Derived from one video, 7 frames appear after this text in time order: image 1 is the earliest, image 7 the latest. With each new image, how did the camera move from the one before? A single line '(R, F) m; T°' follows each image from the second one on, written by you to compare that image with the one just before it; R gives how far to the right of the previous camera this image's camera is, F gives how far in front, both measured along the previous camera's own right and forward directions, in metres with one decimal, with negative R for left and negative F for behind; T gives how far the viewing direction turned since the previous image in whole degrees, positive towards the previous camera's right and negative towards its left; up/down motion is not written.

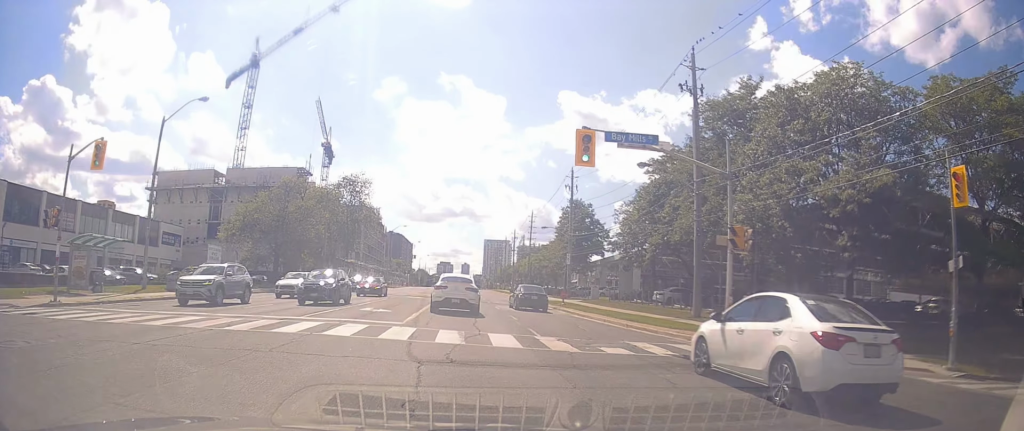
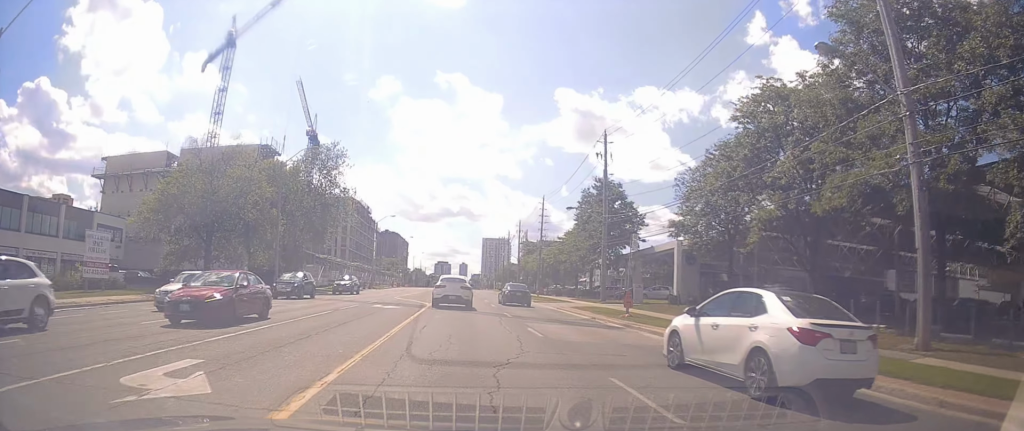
(-0.2, +14.0) m; -6°
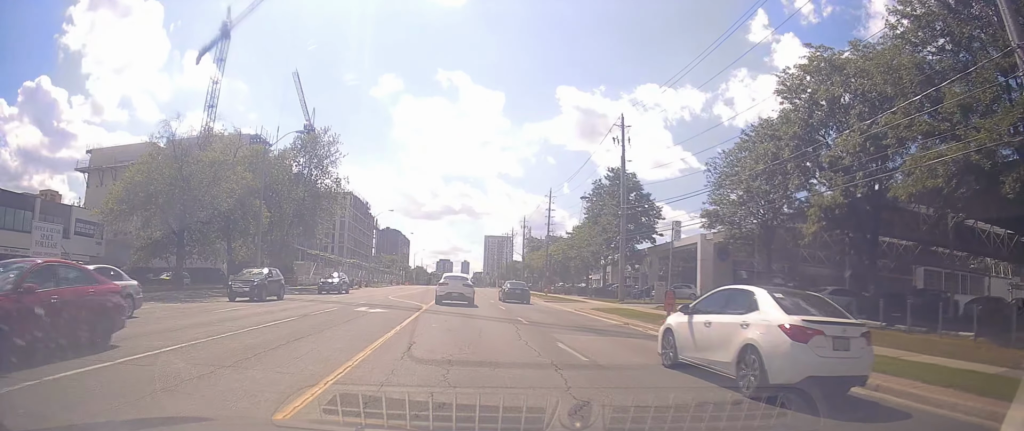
(0.0, +4.0) m; 0°
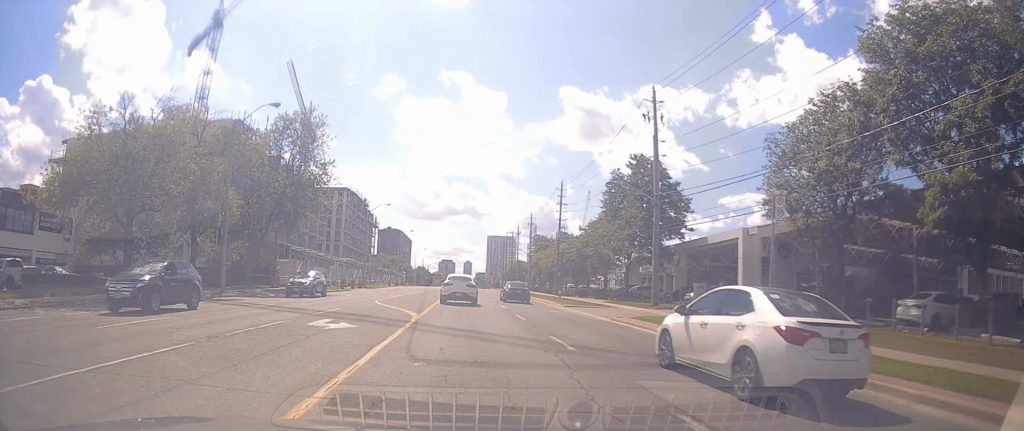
(0.0, +5.5) m; +1°
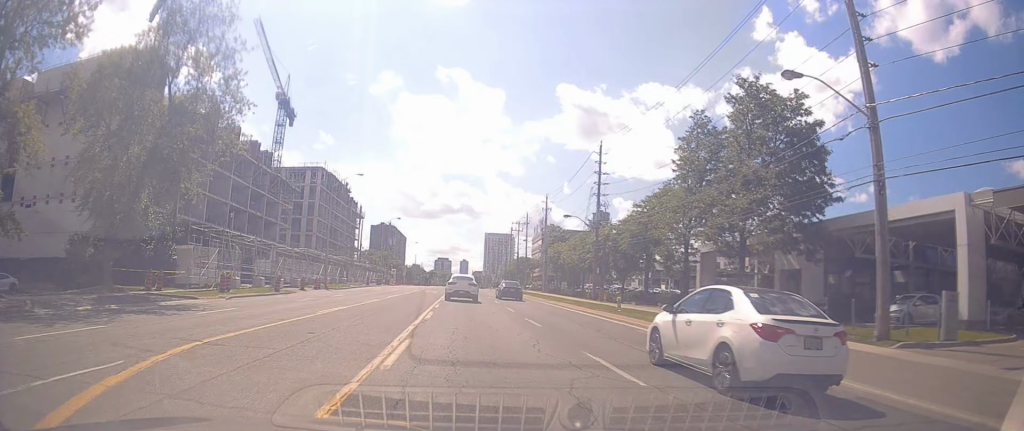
(+0.3, +18.2) m; +1°
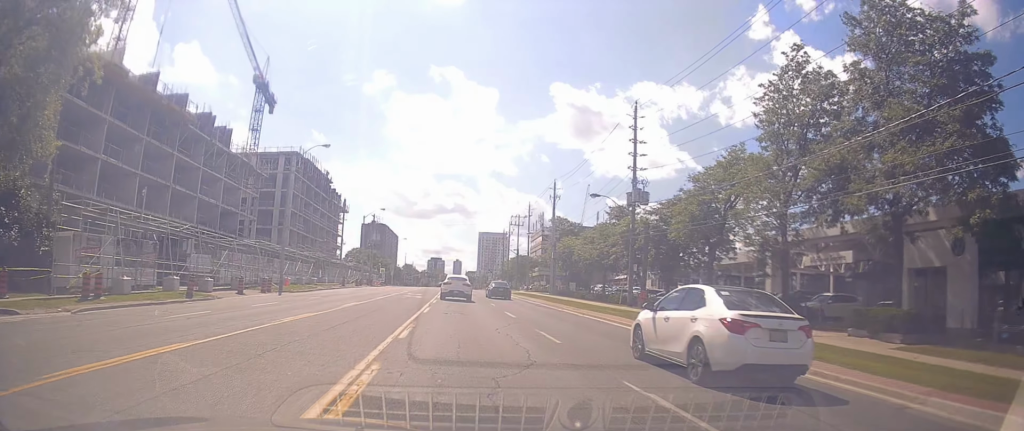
(0.0, +13.6) m; +1°
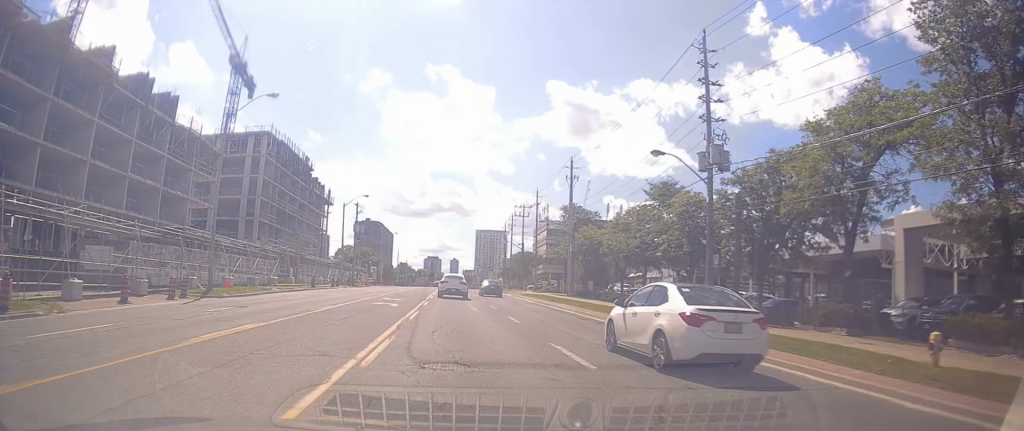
(+0.3, +14.5) m; +1°
